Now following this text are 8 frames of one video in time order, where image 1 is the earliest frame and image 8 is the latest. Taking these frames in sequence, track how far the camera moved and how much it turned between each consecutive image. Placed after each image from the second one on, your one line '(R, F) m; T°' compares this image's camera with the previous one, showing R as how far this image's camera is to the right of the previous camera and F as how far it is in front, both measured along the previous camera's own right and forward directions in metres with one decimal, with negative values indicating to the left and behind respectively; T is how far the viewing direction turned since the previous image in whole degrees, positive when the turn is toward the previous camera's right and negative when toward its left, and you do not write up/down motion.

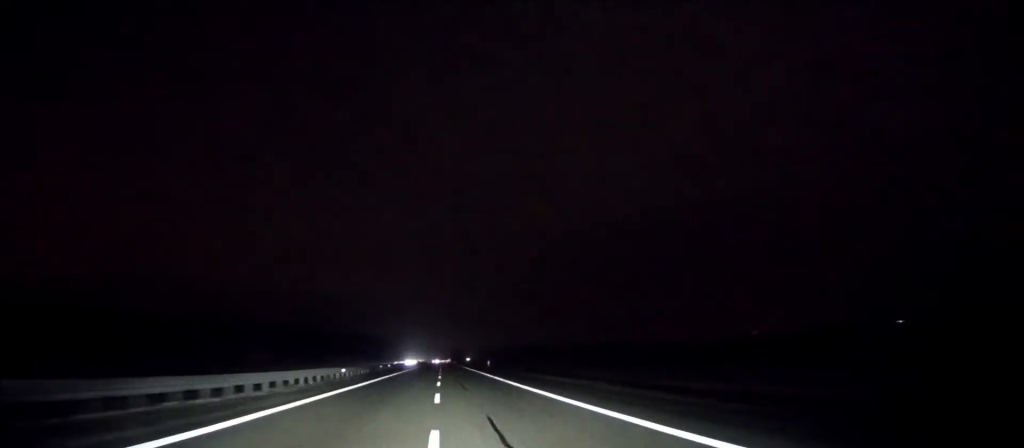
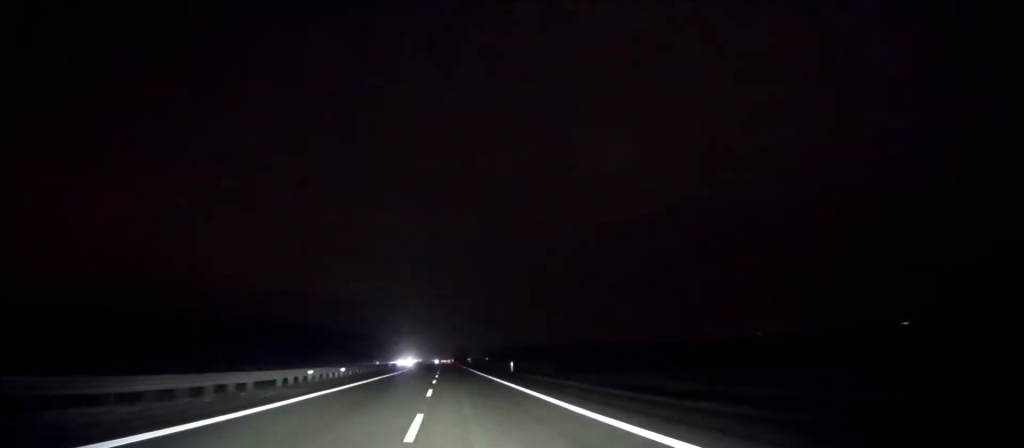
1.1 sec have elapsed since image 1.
(0.0, +29.4) m; 0°
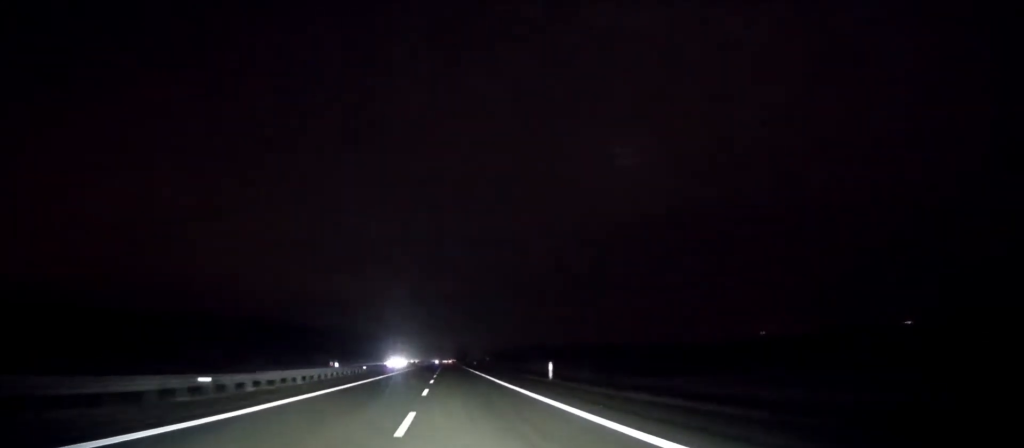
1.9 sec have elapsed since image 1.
(0.0, +20.6) m; 0°
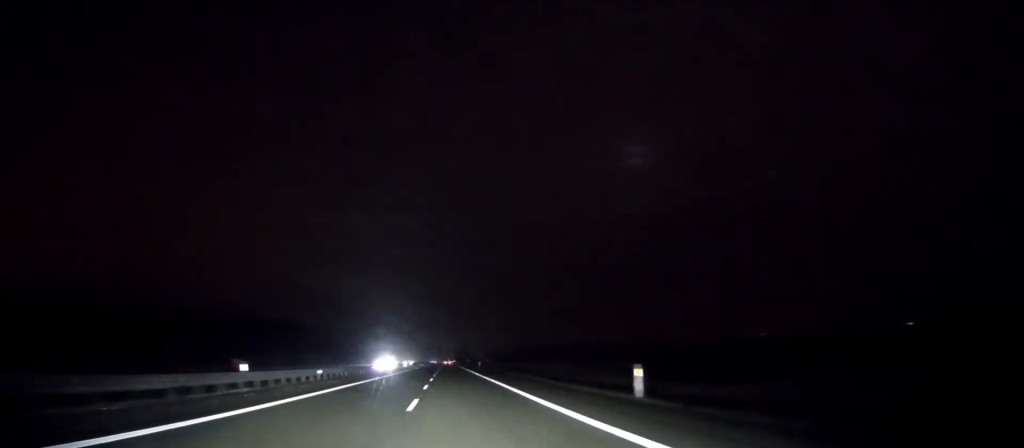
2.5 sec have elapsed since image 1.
(0.0, +16.6) m; 0°
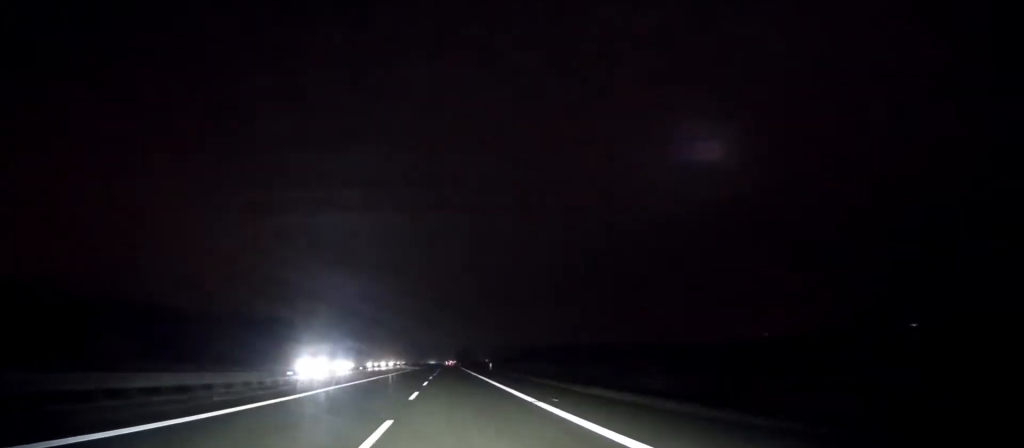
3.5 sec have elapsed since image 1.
(-0.1, +30.0) m; 0°
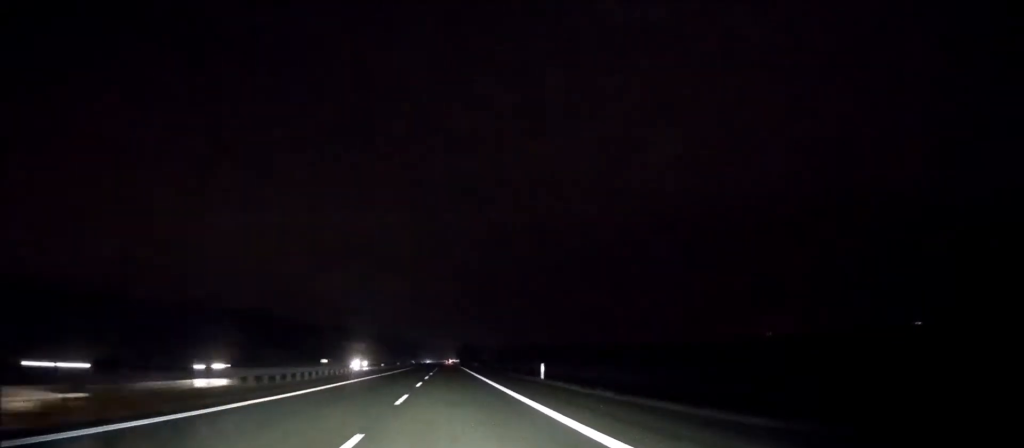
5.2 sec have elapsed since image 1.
(0.0, +50.4) m; 0°
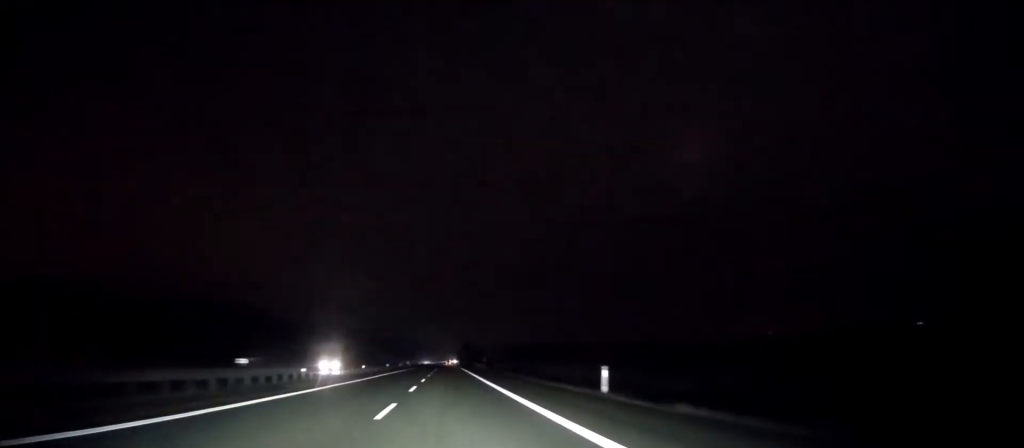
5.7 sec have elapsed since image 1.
(+0.1, +16.3) m; 0°
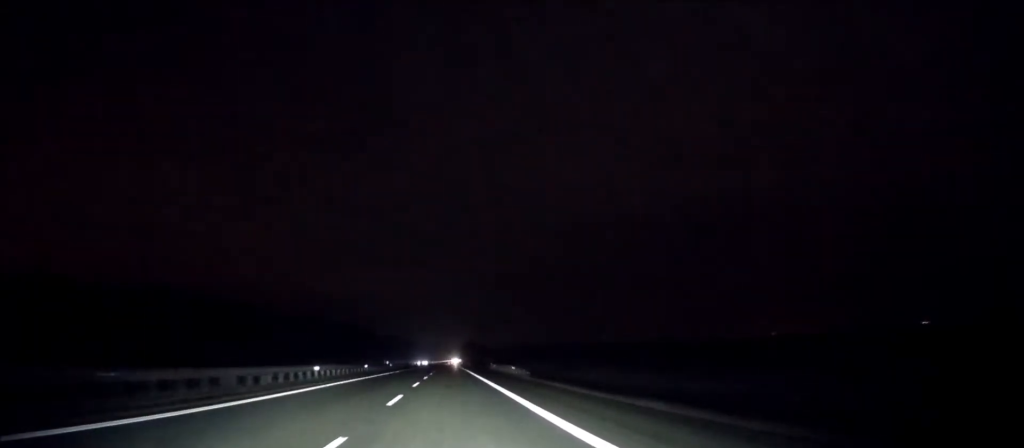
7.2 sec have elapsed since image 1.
(+0.1, +44.9) m; 0°
